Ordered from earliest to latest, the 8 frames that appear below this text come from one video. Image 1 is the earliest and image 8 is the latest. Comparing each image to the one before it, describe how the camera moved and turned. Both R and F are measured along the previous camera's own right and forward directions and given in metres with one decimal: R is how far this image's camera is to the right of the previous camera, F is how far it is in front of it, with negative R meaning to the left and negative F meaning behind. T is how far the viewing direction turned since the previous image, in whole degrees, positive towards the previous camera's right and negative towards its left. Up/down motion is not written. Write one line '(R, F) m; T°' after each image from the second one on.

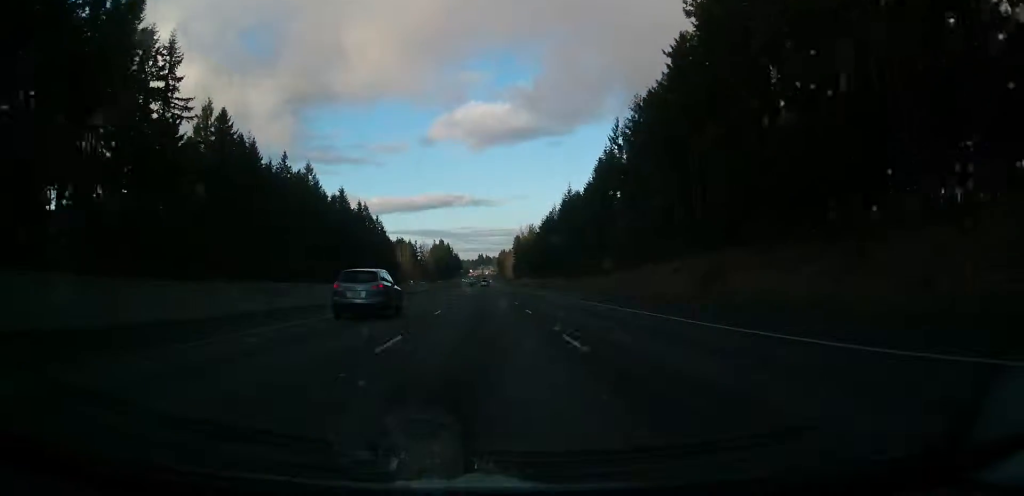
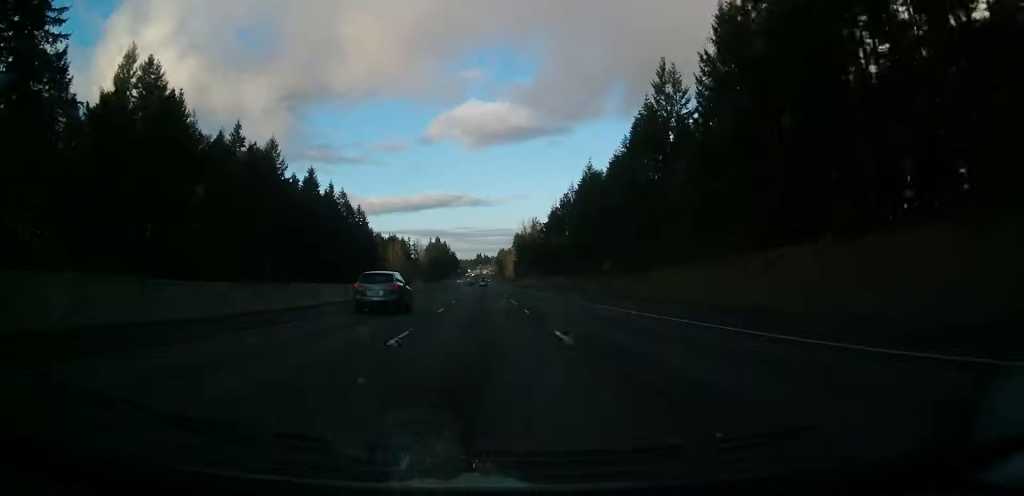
(-0.1, +36.0) m; 0°
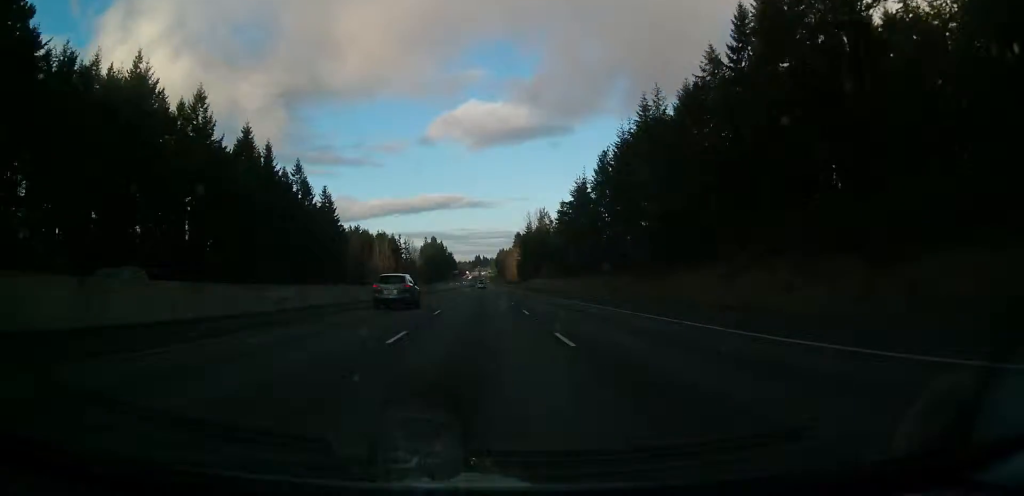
(+0.1, +48.4) m; +1°
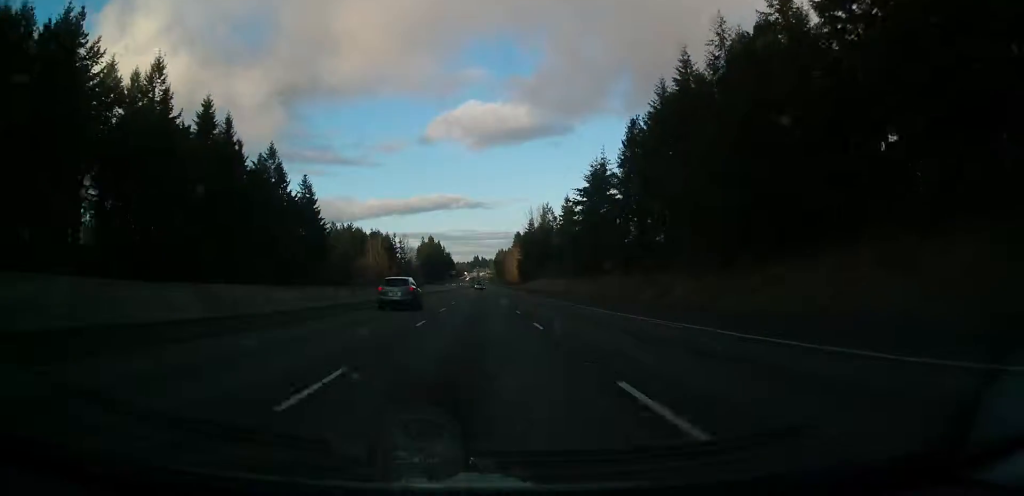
(+0.1, +19.3) m; 0°
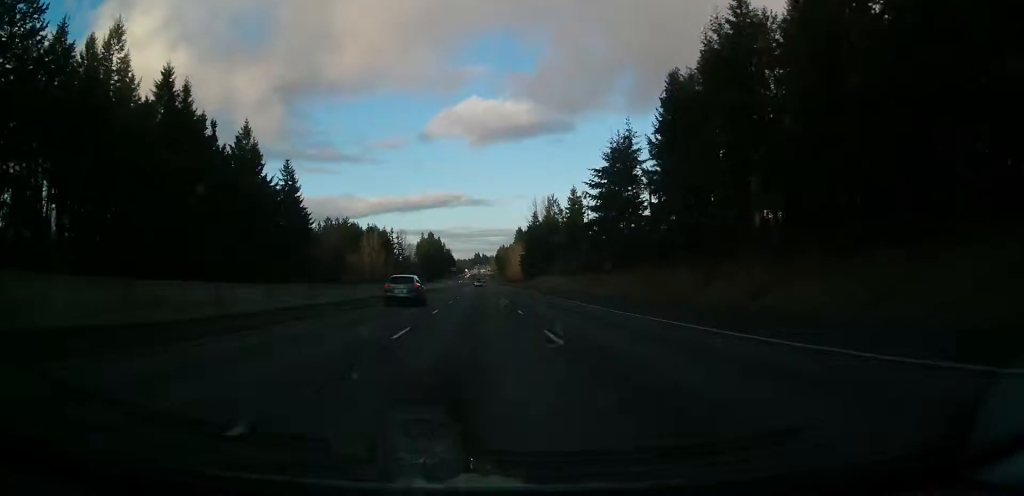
(0.0, +16.1) m; 0°
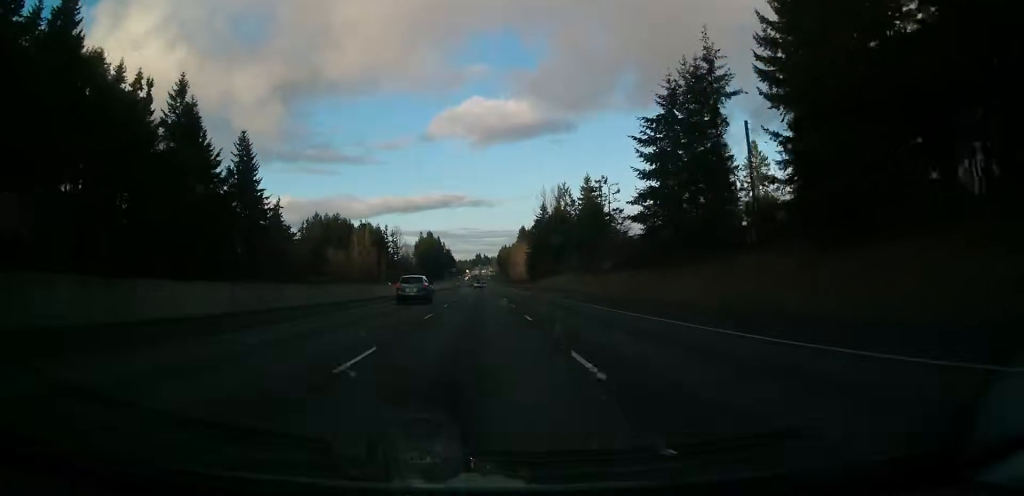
(-0.2, +28.9) m; 0°
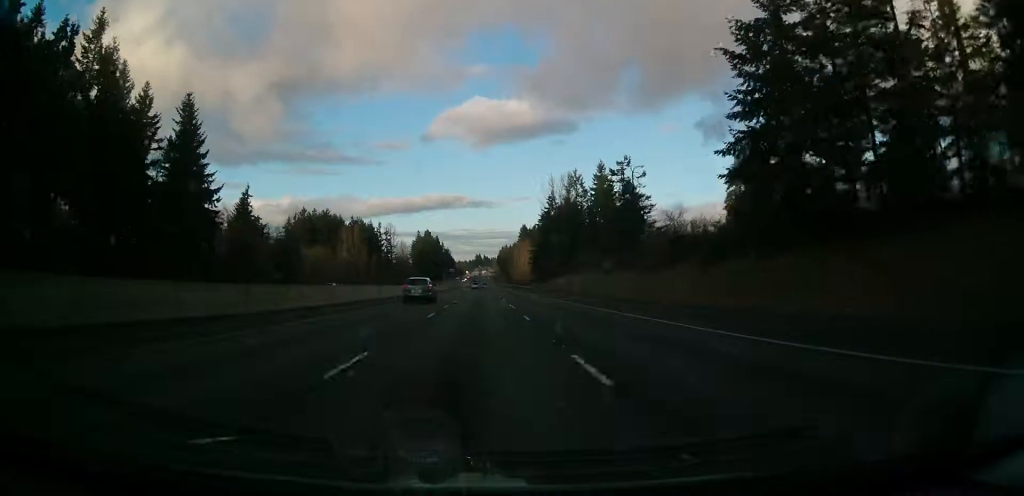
(0.0, +24.7) m; 0°
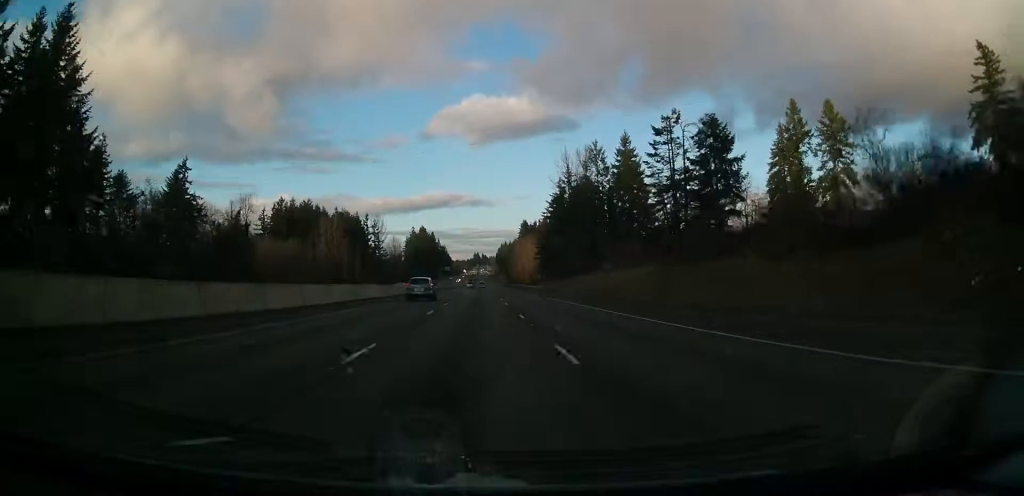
(0.0, +34.3) m; 0°
